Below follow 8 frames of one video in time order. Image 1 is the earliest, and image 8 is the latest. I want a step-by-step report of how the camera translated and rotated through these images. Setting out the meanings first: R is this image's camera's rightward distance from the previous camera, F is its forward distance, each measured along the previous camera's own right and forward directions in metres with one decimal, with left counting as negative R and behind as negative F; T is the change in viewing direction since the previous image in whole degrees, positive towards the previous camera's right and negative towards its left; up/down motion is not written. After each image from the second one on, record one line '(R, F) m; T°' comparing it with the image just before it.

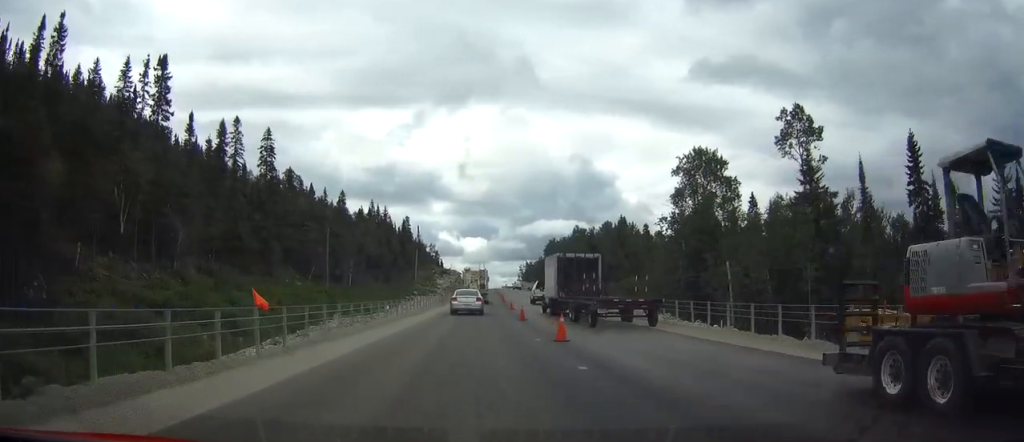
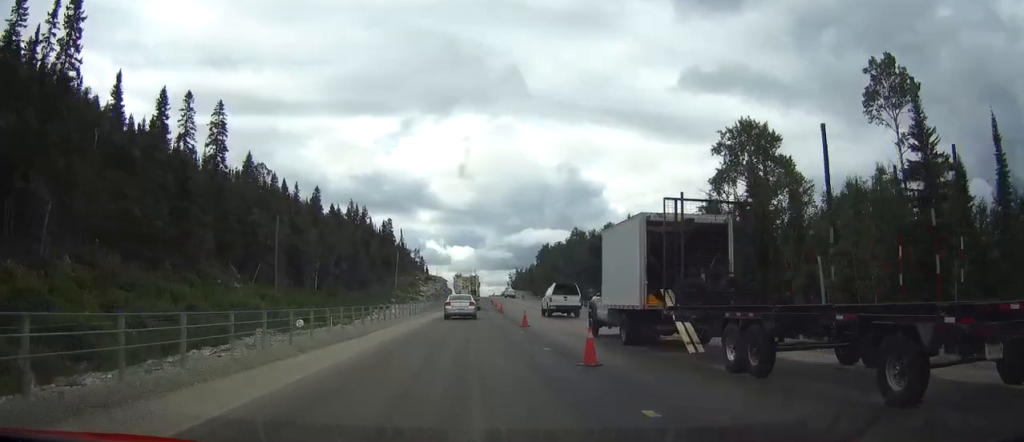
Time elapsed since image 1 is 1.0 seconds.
(+0.2, +19.7) m; +1°
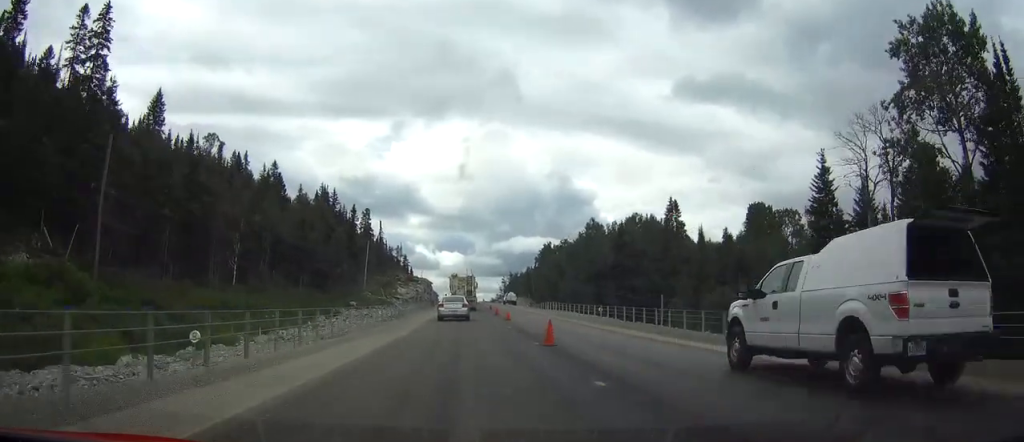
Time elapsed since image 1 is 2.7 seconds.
(+0.3, +35.5) m; +1°
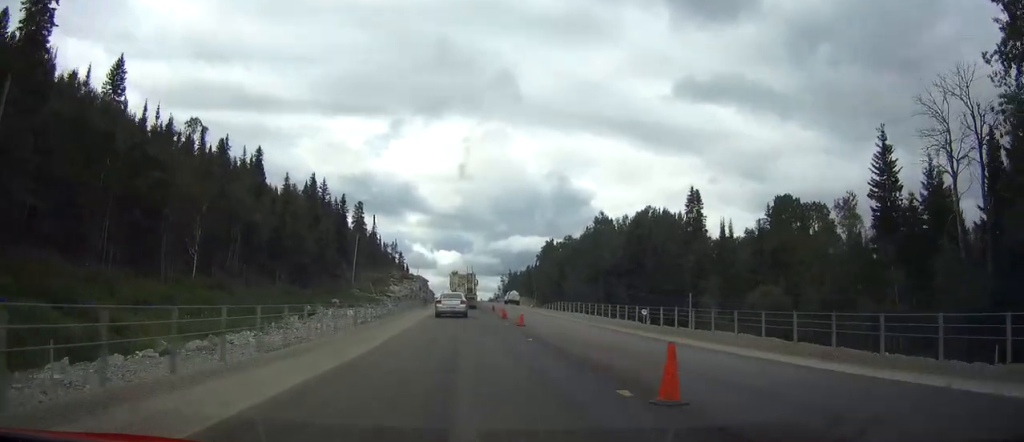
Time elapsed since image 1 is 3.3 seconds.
(0.0, +11.1) m; 0°
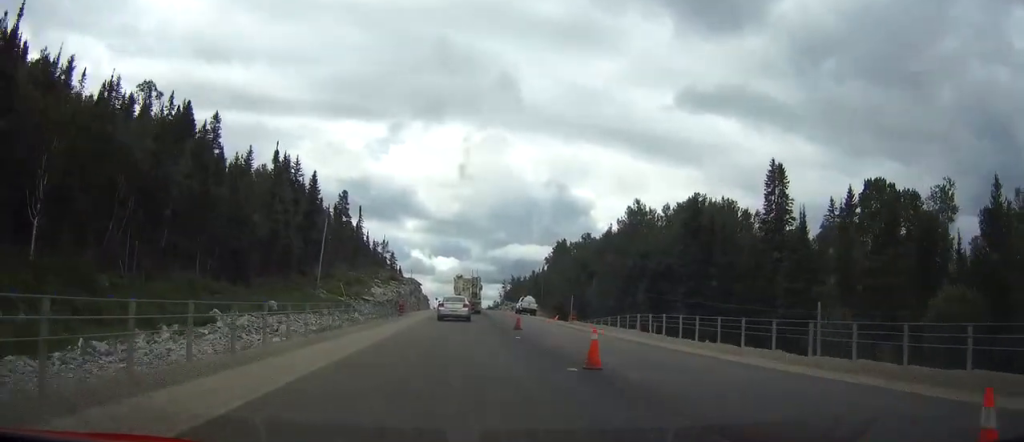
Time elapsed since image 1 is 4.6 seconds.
(0.0, +27.4) m; 0°
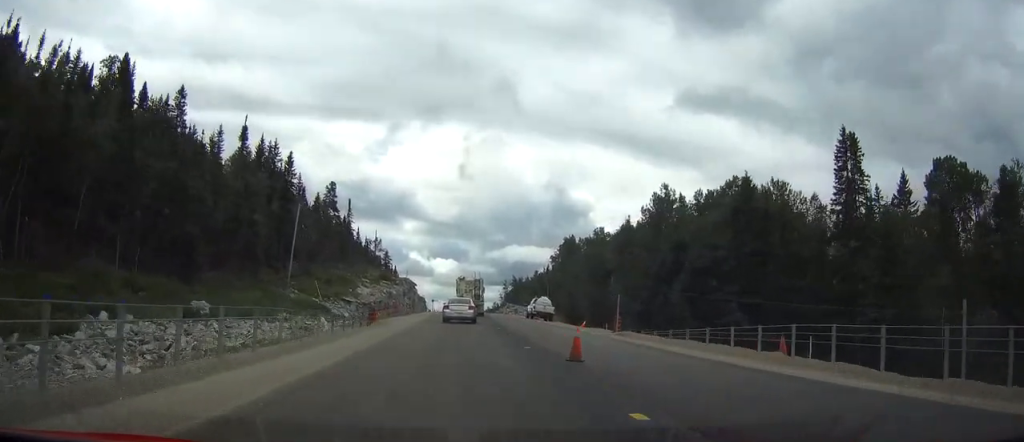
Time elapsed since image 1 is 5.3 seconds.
(0.0, +15.5) m; 0°
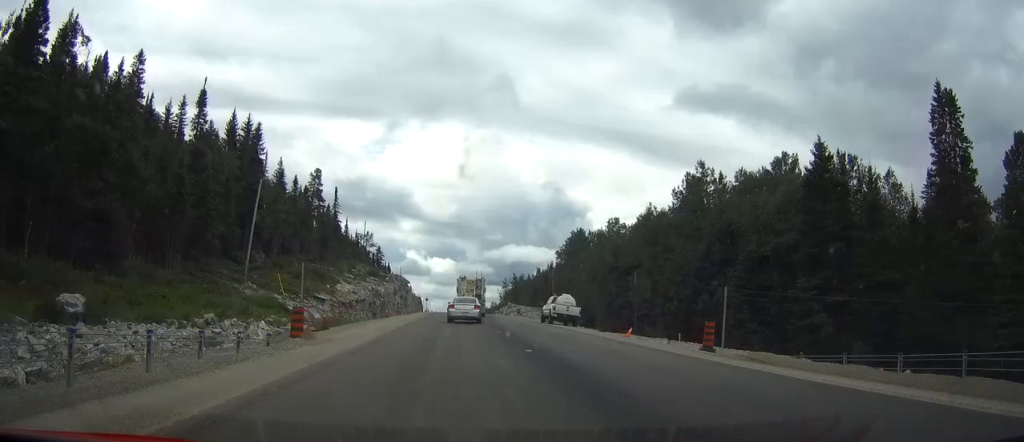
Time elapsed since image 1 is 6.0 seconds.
(0.0, +14.8) m; 0°
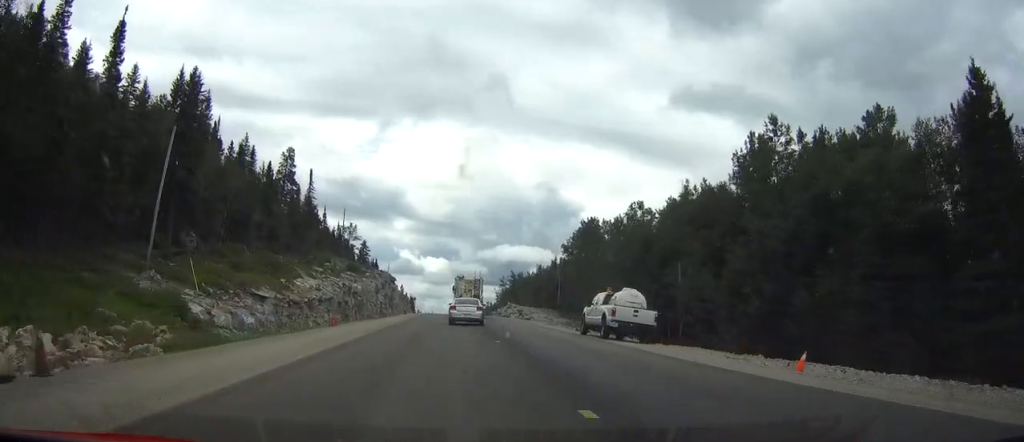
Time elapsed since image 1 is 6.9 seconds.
(+0.1, +19.6) m; 0°
